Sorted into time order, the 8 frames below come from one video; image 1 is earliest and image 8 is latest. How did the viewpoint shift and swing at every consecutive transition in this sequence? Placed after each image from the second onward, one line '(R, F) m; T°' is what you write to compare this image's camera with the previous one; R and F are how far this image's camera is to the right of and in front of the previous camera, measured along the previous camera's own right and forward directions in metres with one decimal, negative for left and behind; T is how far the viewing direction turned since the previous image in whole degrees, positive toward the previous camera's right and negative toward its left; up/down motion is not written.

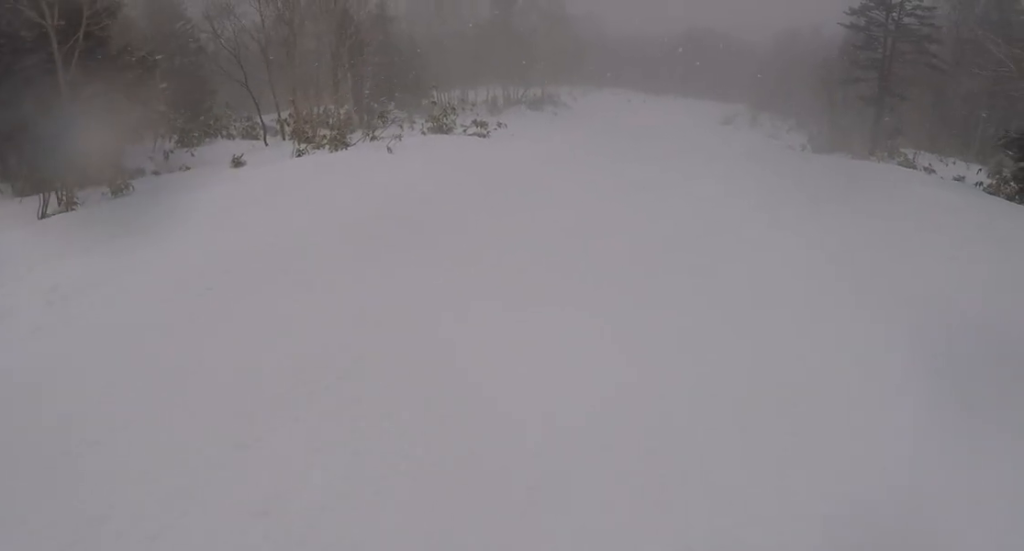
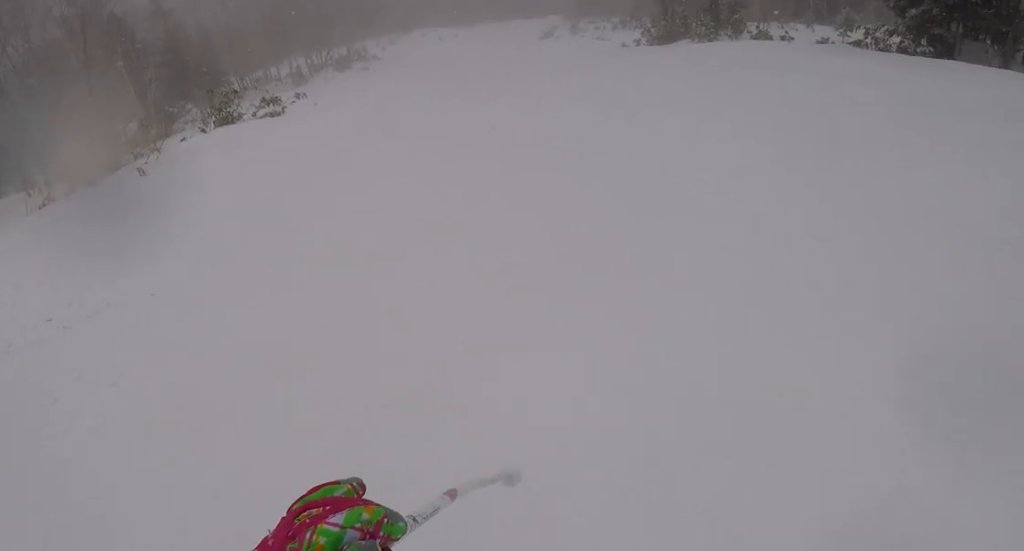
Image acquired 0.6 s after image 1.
(-0.3, +3.1) m; +10°
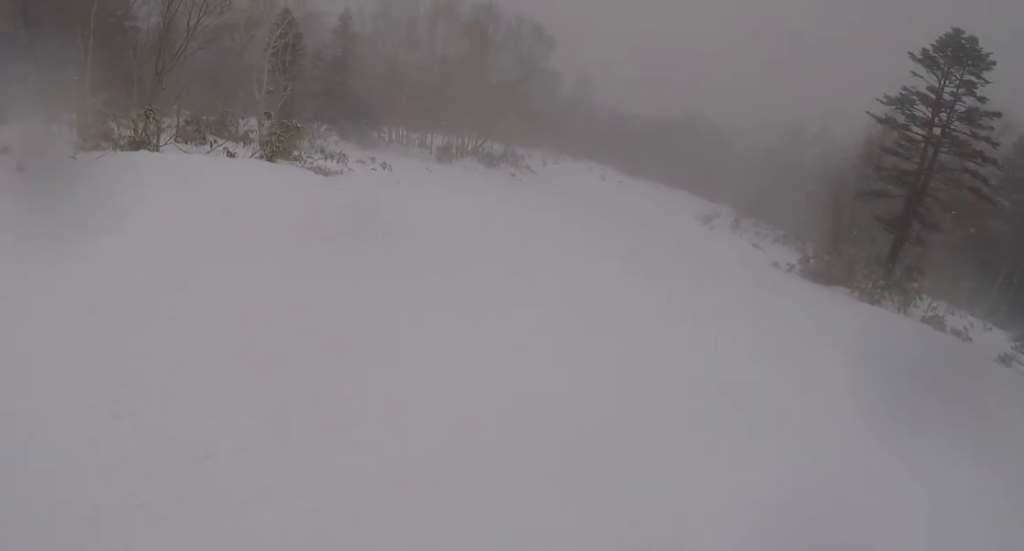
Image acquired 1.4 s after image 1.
(+1.4, +4.5) m; +8°
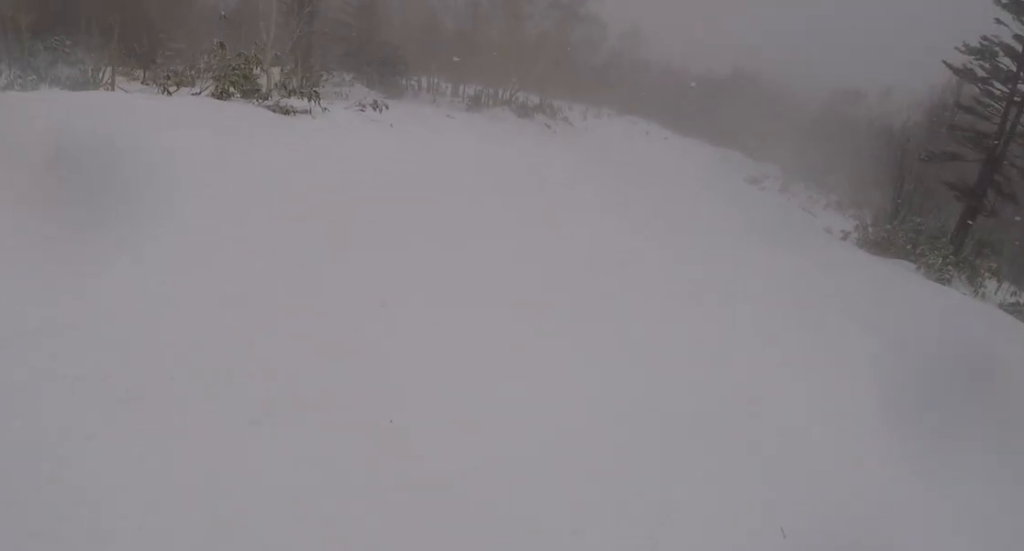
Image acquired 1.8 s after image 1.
(-0.1, +2.4) m; -4°
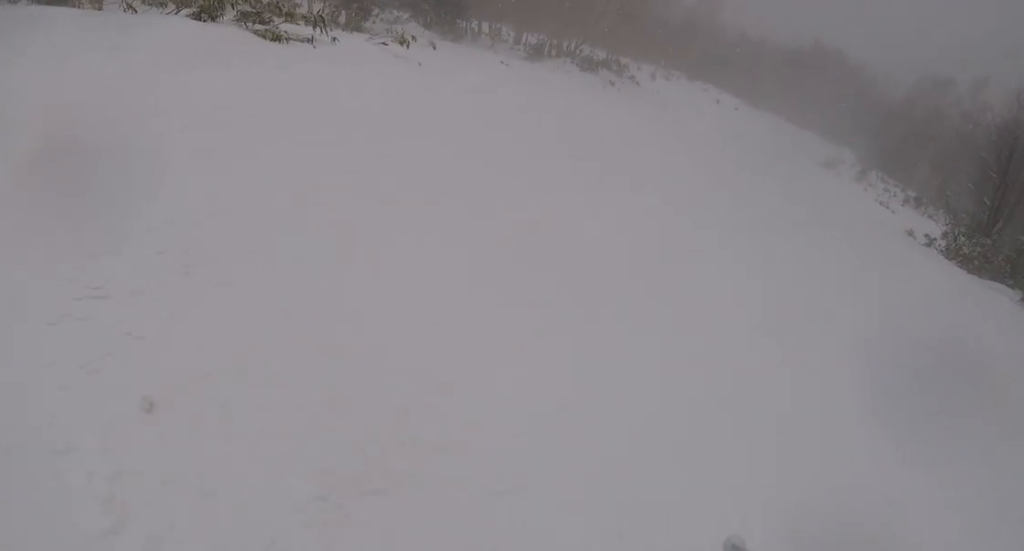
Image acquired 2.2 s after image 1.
(-0.1, +2.3) m; -7°
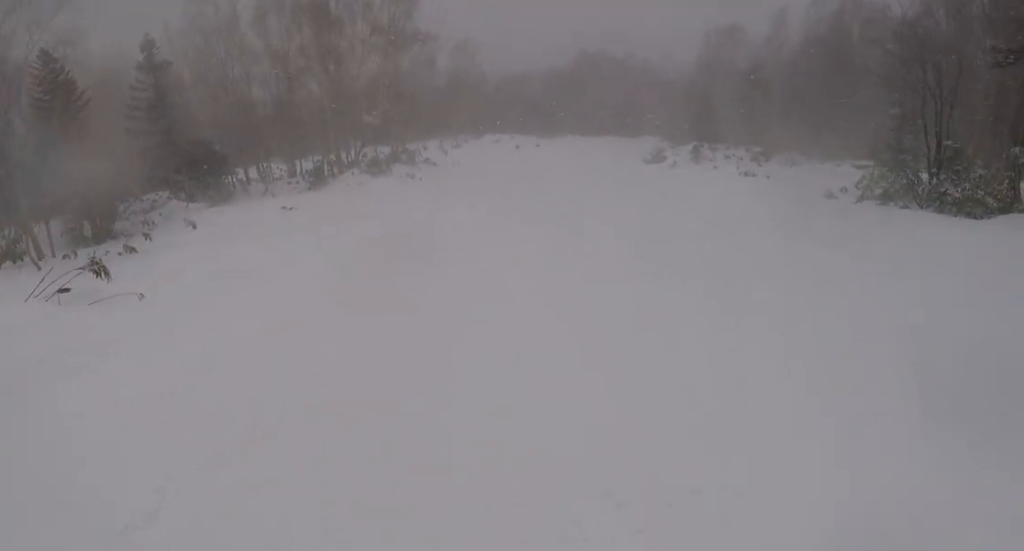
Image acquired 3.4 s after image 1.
(-1.0, +6.3) m; +3°
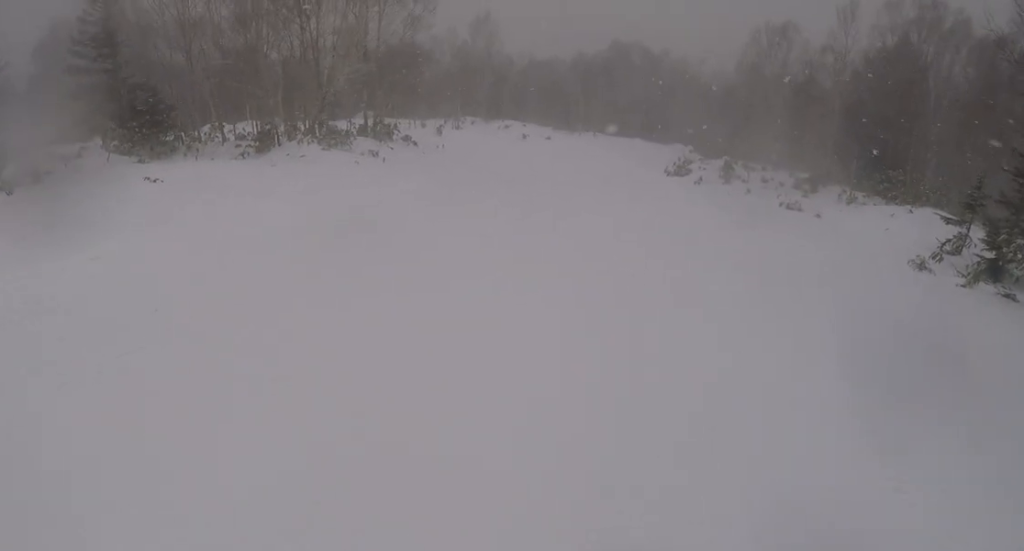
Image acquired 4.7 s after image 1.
(+1.3, +7.4) m; -3°
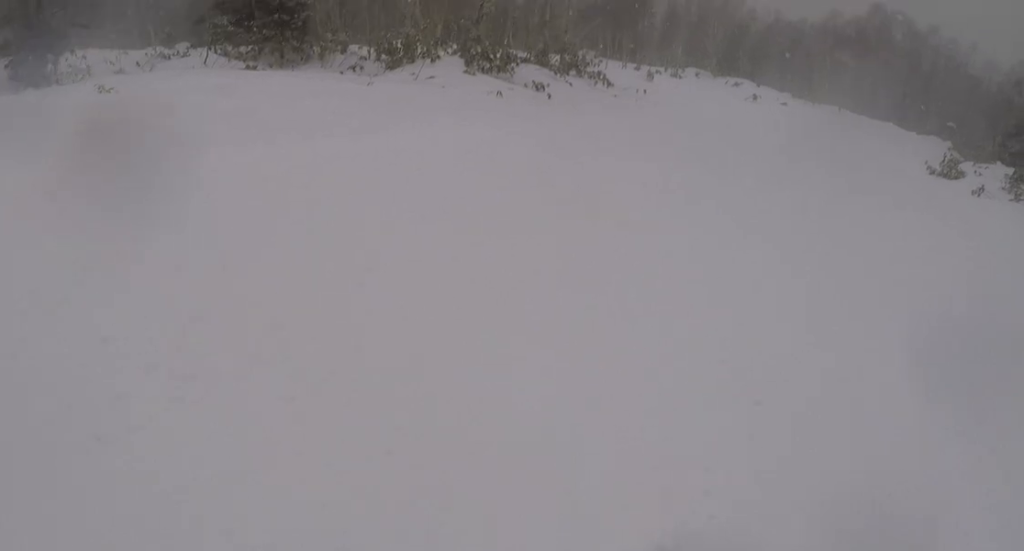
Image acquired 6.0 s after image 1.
(-2.0, +8.1) m; -5°
